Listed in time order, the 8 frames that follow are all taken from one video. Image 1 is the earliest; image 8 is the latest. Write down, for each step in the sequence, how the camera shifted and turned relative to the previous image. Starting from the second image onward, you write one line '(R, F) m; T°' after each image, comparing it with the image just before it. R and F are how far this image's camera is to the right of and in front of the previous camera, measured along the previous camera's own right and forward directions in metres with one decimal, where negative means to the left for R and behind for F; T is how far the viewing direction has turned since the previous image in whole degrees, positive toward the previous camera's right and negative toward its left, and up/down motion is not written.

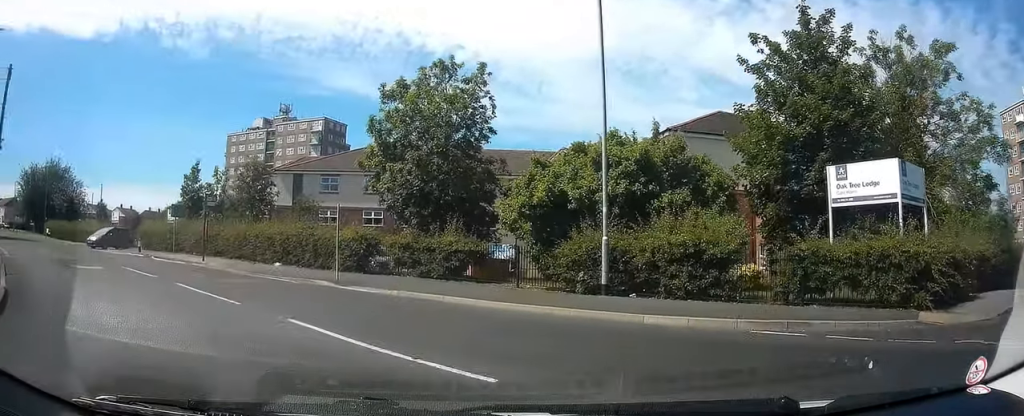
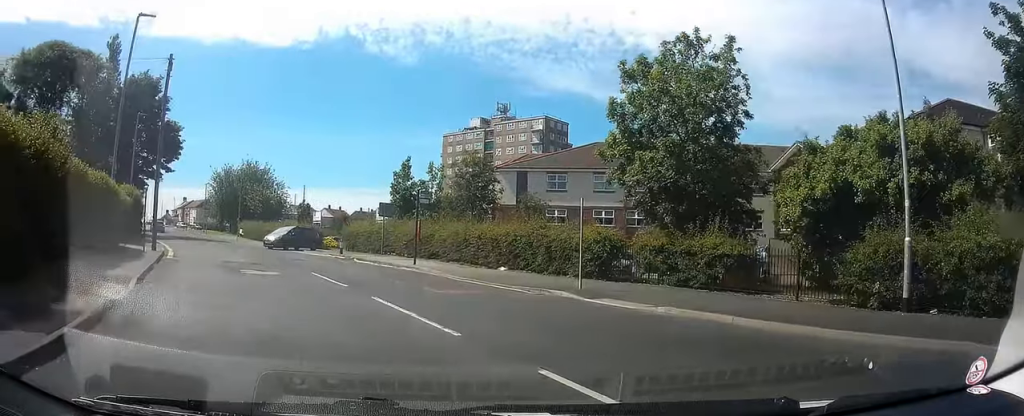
(-0.7, +2.1) m; -23°
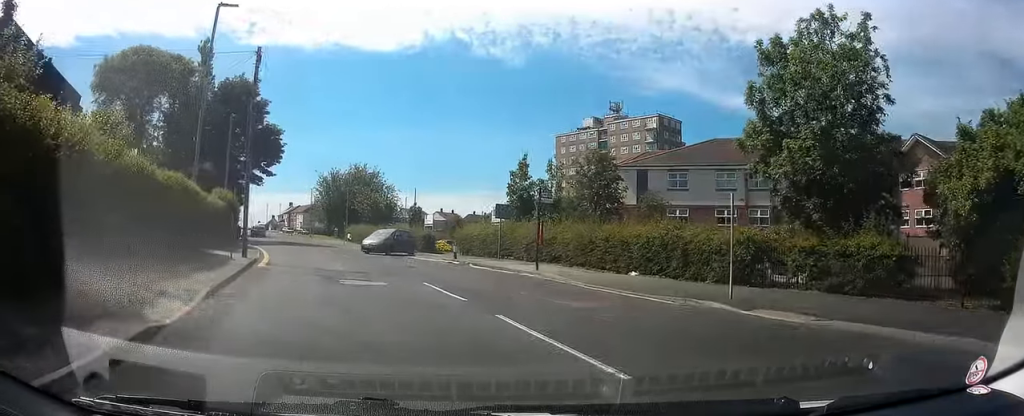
(-0.1, +1.7) m; -5°
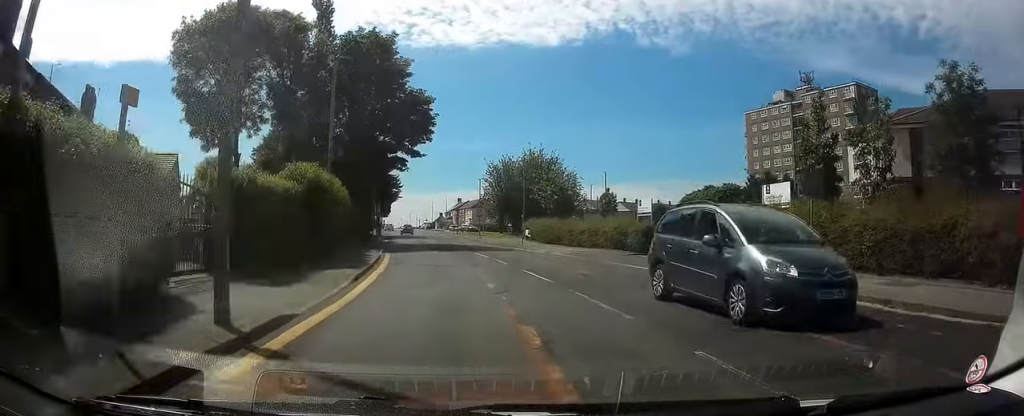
(+0.3, +13.9) m; -8°
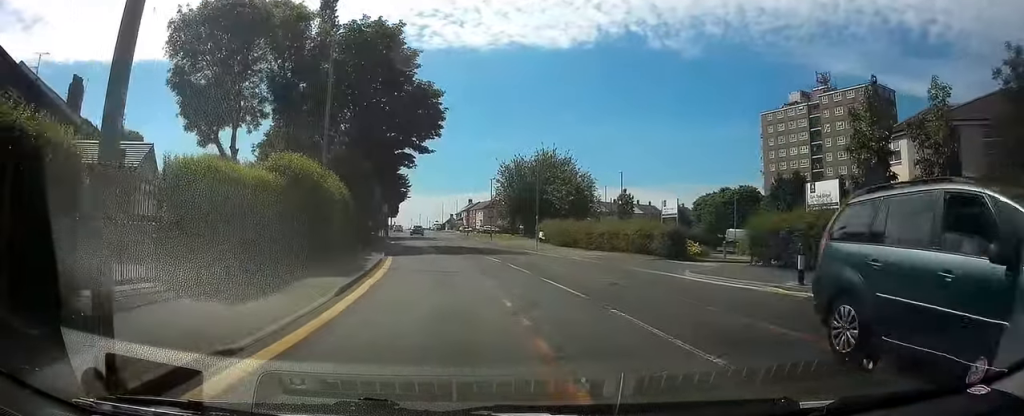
(-0.4, +2.4) m; -4°
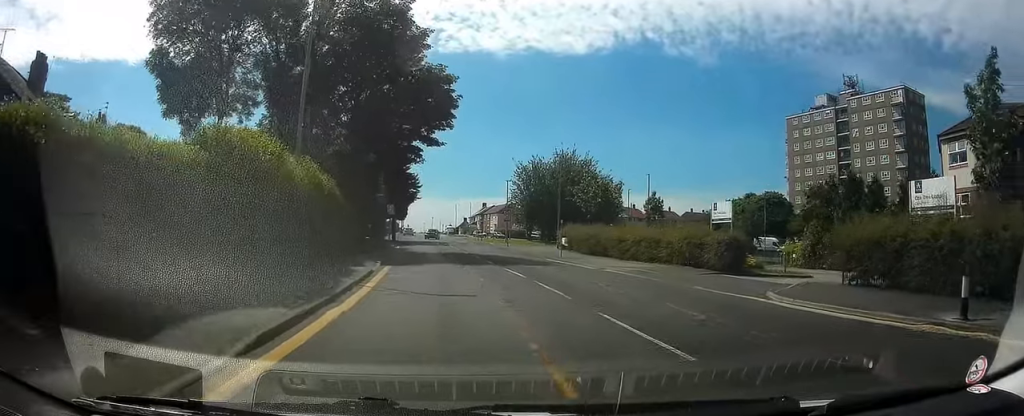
(-0.2, +4.9) m; -5°
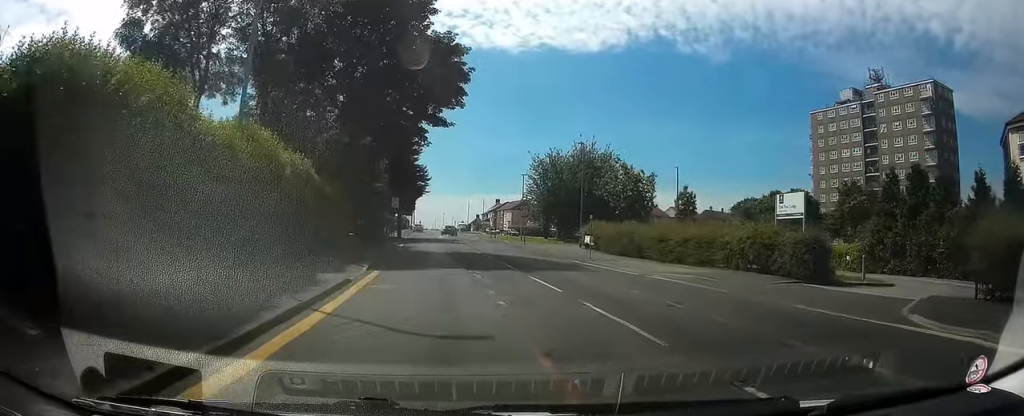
(0.0, +4.9) m; -3°
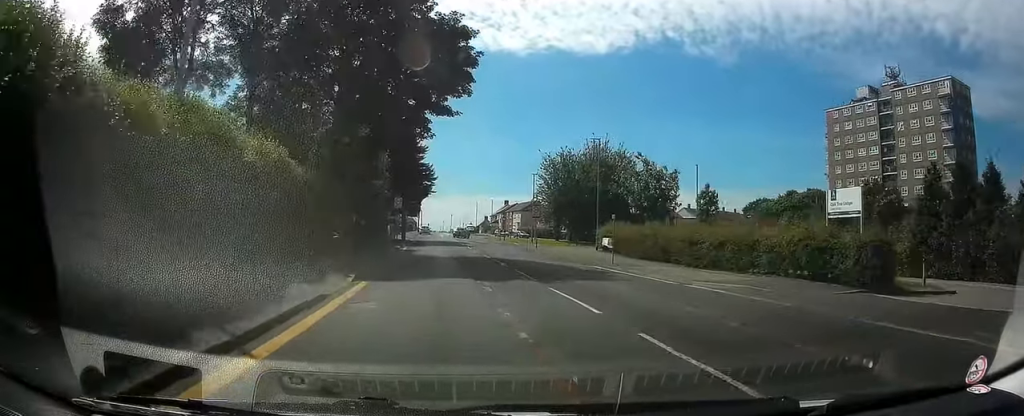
(-0.3, +2.9) m; -2°
